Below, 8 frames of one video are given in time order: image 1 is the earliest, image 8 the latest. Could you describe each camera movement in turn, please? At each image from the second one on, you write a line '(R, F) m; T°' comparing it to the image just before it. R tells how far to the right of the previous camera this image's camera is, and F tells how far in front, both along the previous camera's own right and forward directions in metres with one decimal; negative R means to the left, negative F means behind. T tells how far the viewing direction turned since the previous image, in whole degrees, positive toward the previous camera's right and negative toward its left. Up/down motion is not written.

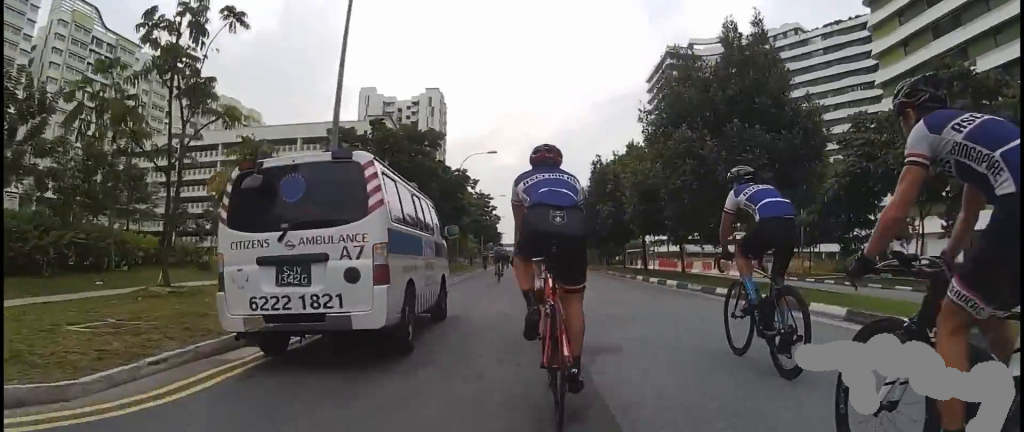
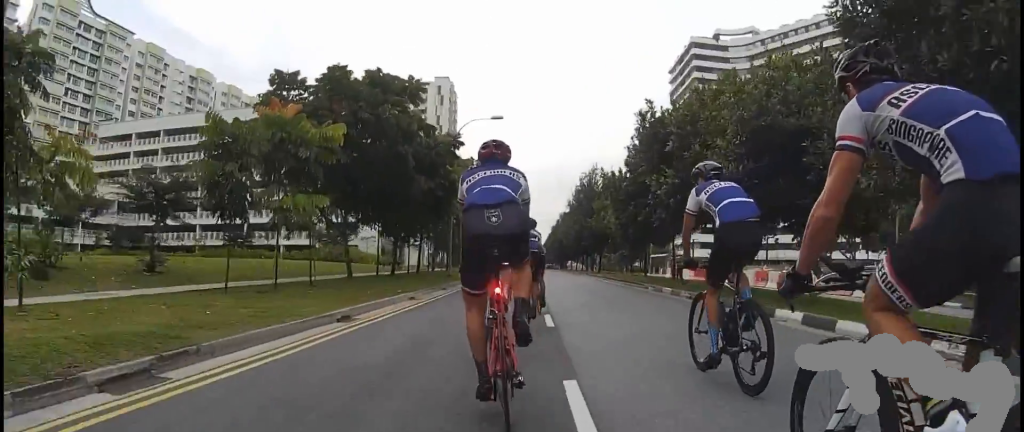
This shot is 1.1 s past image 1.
(+0.3, +8.7) m; +12°
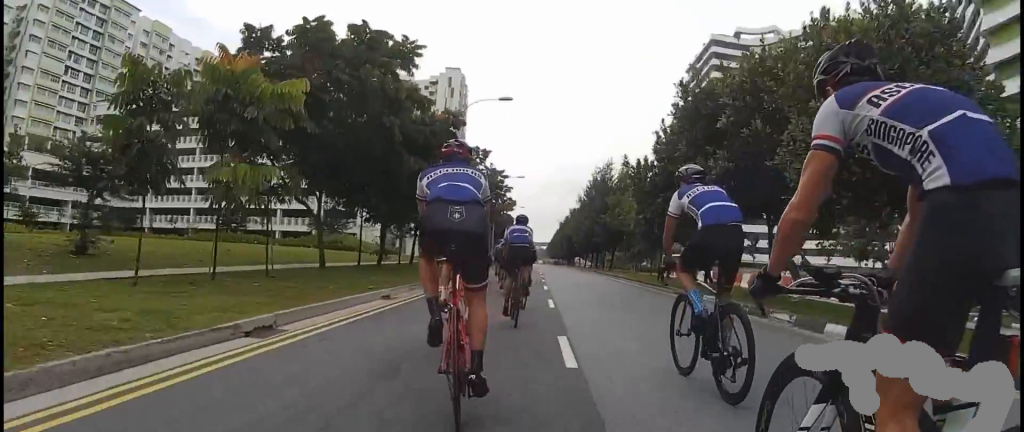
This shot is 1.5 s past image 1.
(+0.5, +3.5) m; +1°
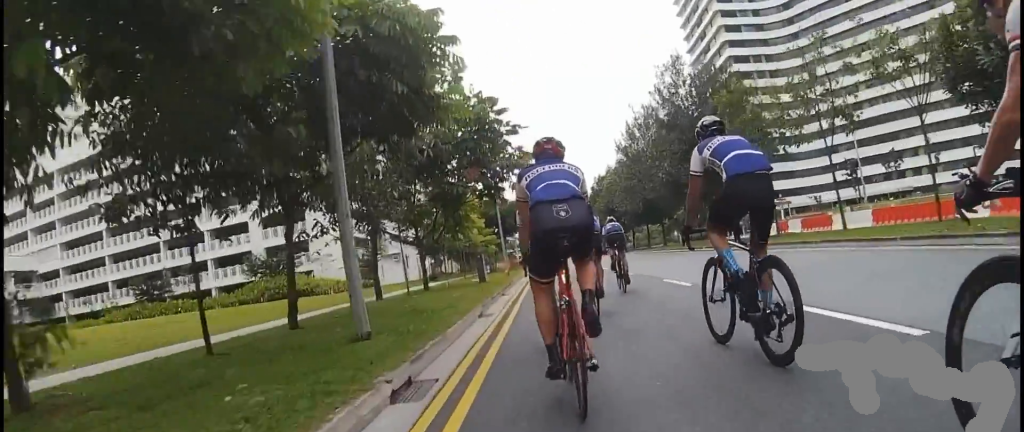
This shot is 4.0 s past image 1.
(-2.7, +19.9) m; -6°
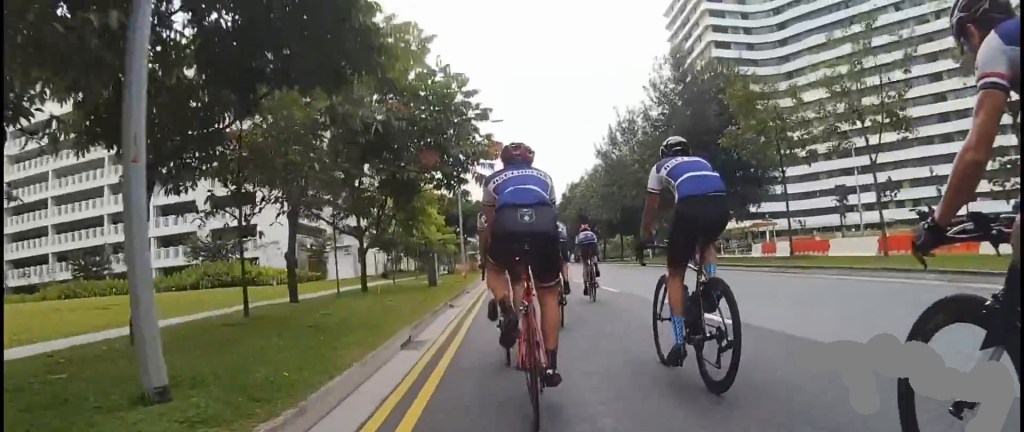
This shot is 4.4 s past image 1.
(+0.3, +3.4) m; +3°
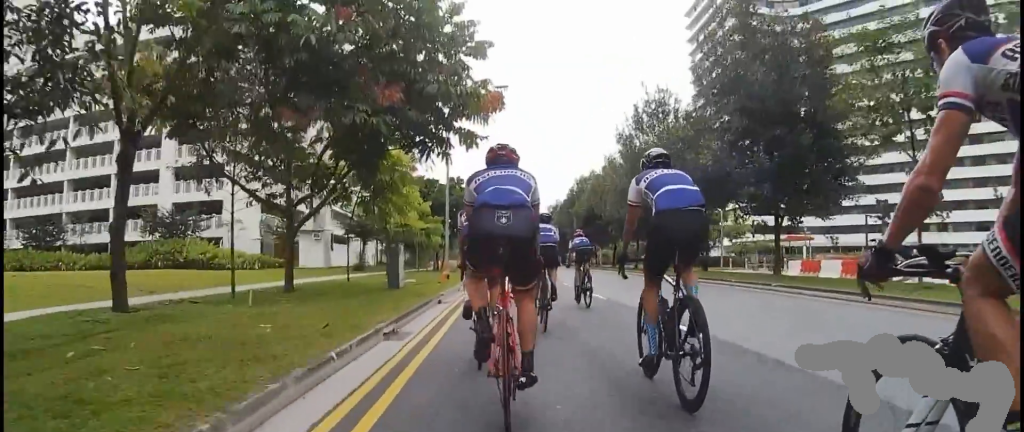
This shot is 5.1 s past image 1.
(+1.1, +5.8) m; +4°
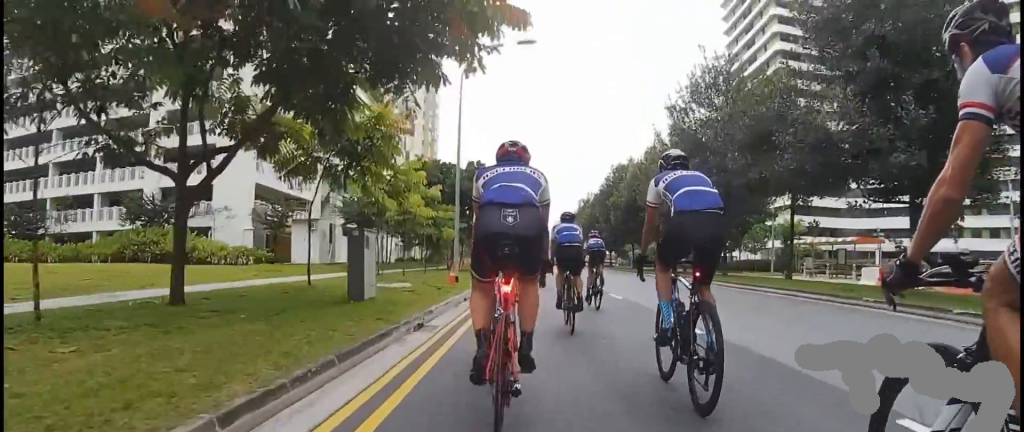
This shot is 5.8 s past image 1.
(-0.7, +5.2) m; 0°
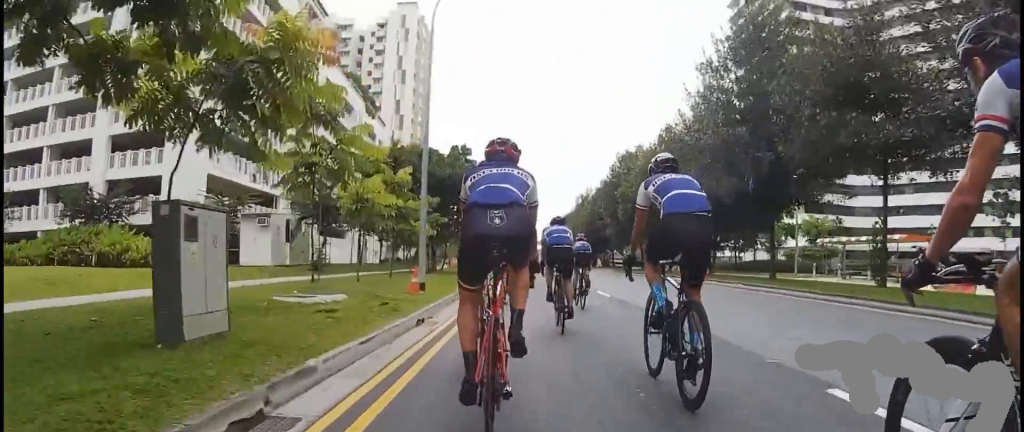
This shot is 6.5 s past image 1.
(+0.1, +5.2) m; 0°
